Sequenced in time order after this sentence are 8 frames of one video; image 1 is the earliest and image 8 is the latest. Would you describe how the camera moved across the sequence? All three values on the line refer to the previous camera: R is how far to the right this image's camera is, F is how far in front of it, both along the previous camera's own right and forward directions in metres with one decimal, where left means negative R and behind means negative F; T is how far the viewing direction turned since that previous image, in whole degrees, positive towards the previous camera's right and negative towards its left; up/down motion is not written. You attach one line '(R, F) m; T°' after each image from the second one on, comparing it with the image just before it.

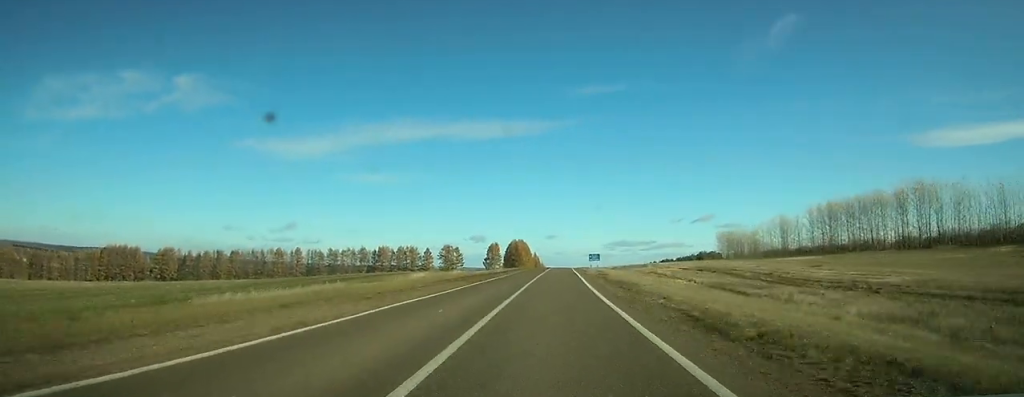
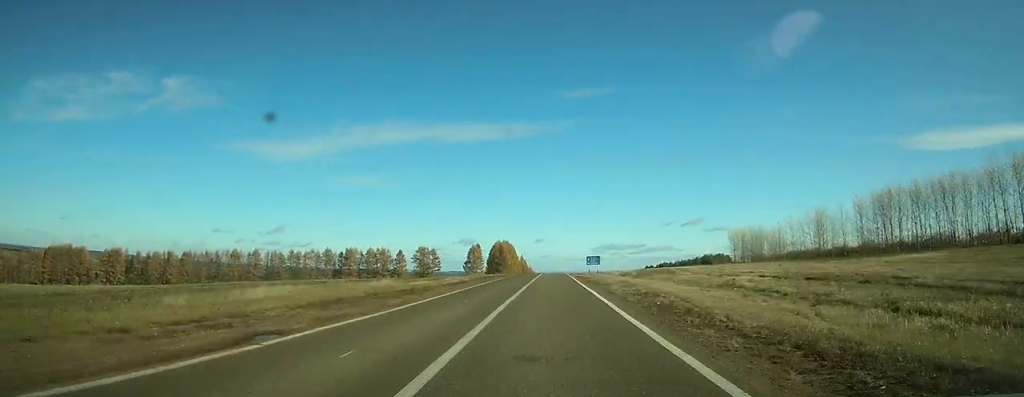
(+0.3, +25.7) m; +1°
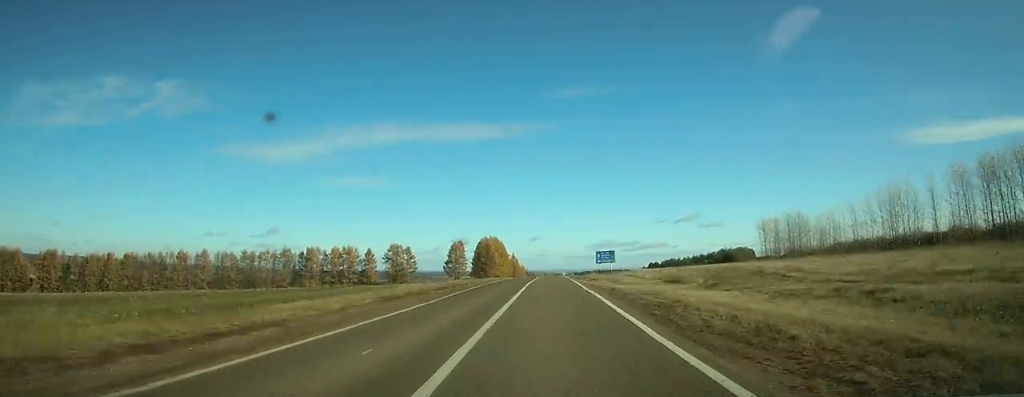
(+0.3, +29.5) m; +1°
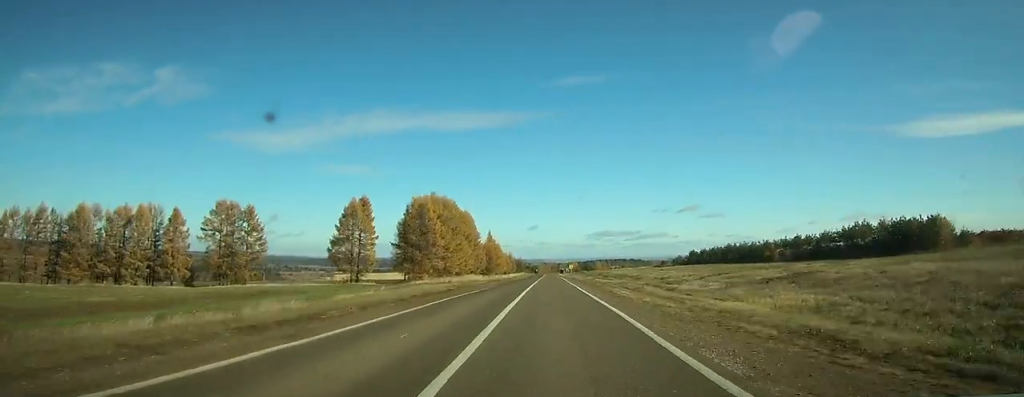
(+0.9, +95.1) m; 0°
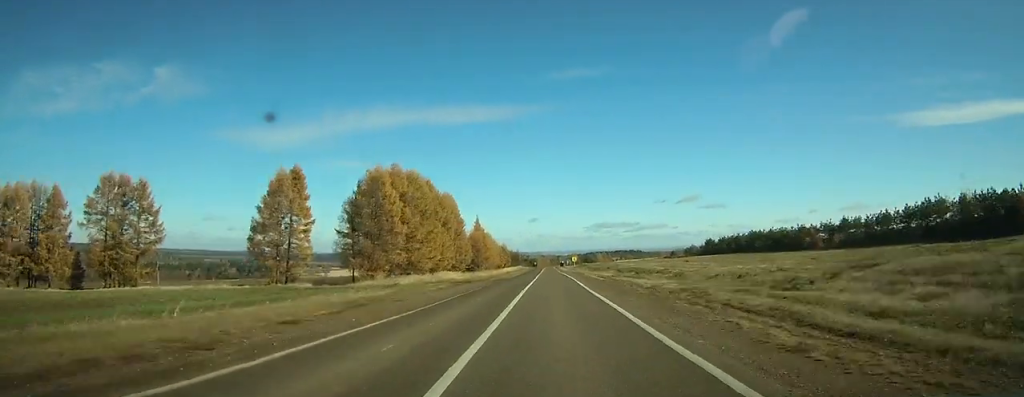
(0.0, +24.5) m; 0°
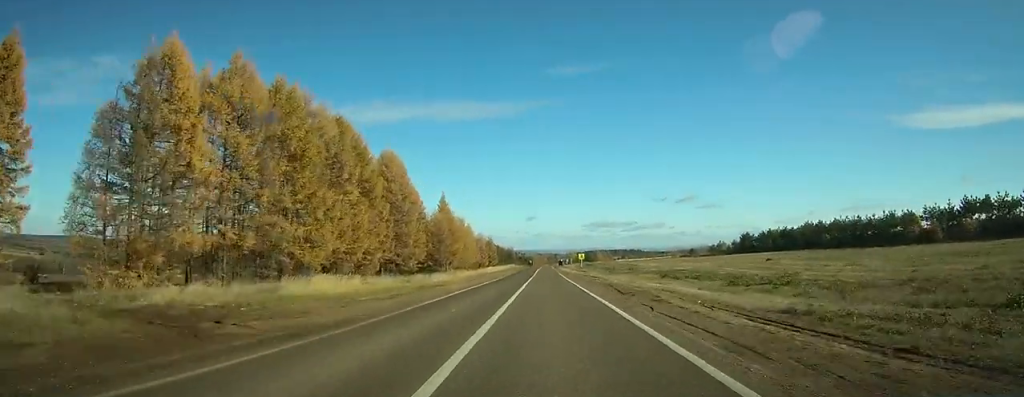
(0.0, +39.8) m; 0°
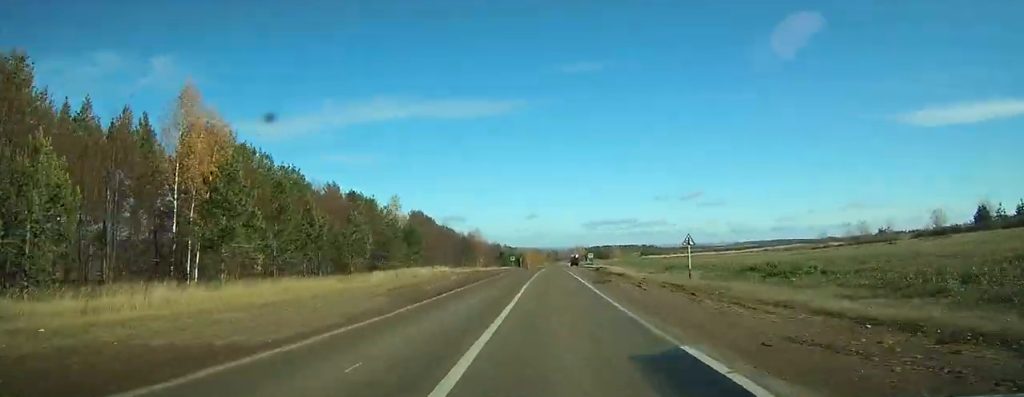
(+0.8, +154.7) m; +1°
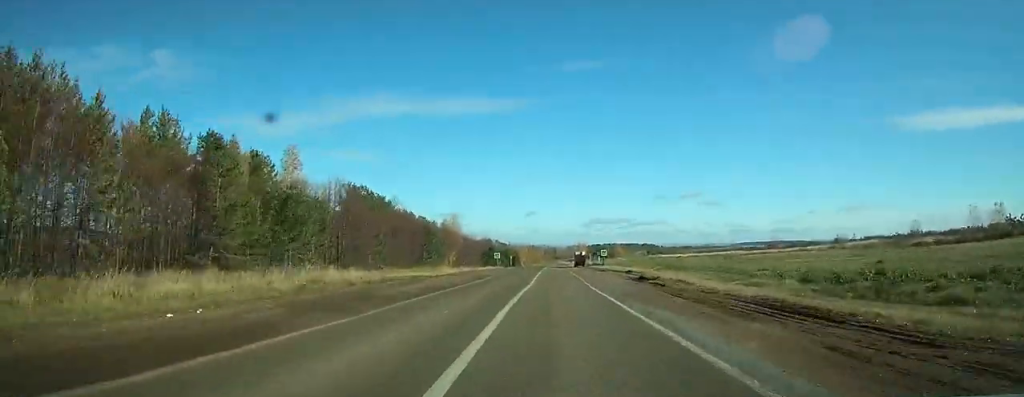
(+0.1, +35.1) m; 0°
